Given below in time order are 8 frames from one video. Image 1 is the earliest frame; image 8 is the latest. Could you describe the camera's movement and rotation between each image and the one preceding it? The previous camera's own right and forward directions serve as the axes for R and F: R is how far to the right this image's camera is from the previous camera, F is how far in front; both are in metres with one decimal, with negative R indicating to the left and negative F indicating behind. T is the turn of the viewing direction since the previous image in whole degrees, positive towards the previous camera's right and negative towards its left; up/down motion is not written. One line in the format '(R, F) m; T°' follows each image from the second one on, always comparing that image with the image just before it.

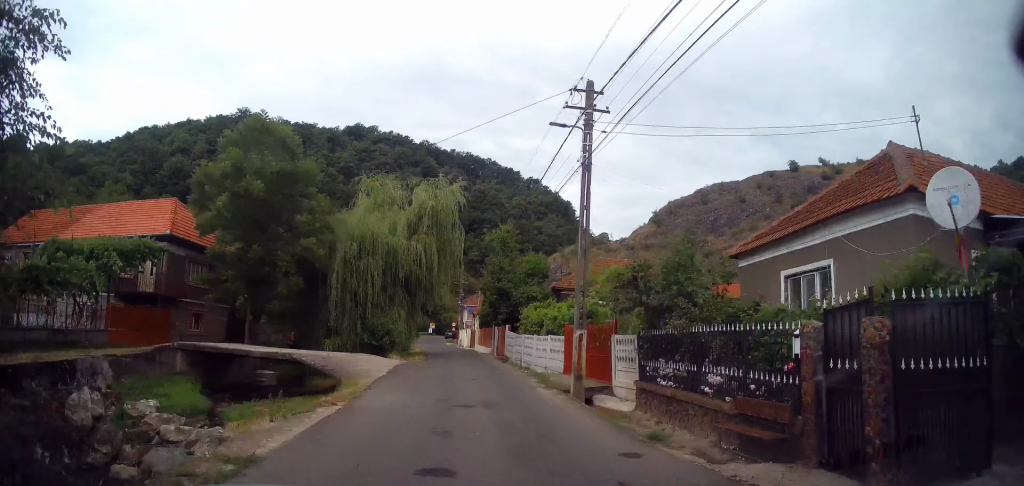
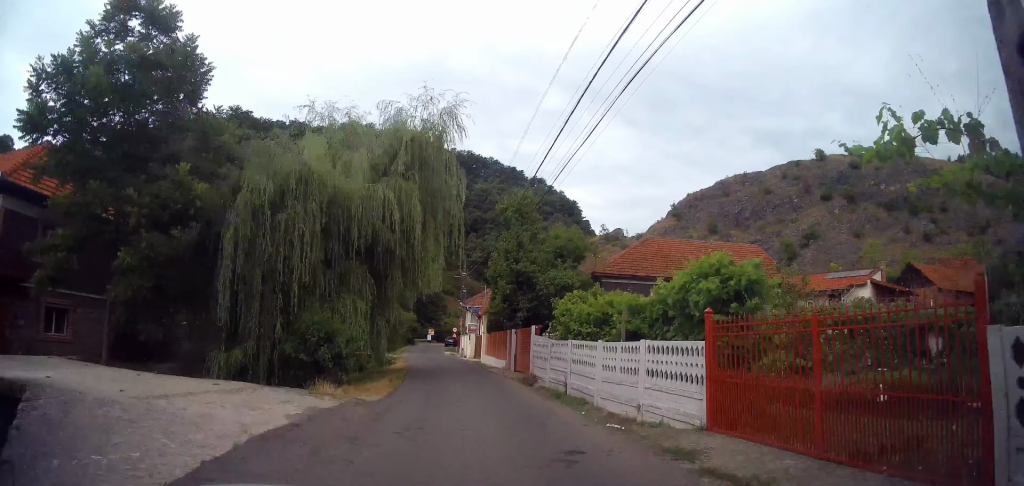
(+0.1, +11.0) m; 0°
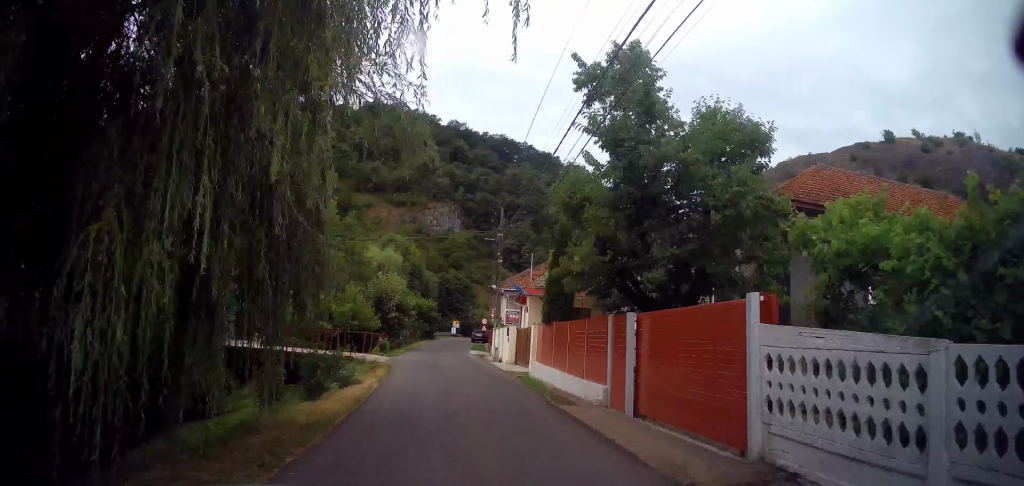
(0.0, +14.5) m; -1°
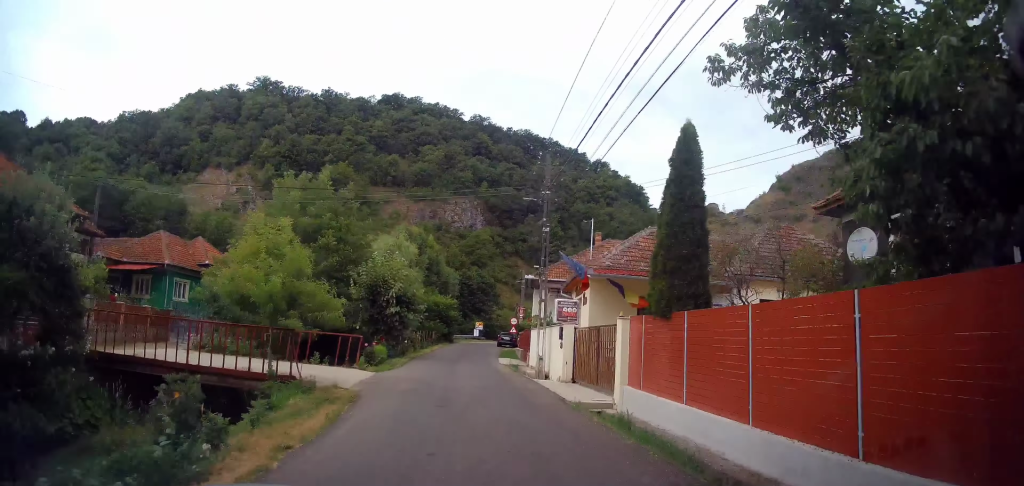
(0.0, +9.2) m; -2°
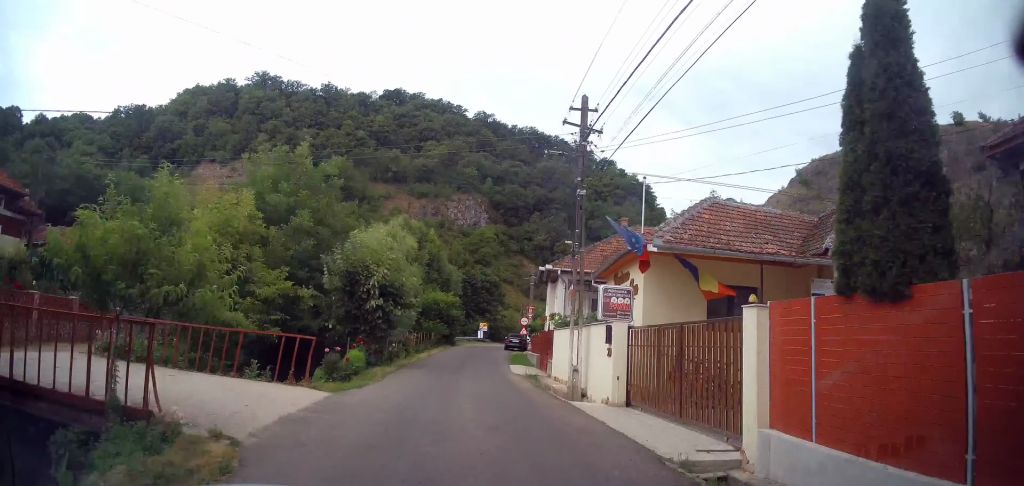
(-0.2, +5.4) m; 0°
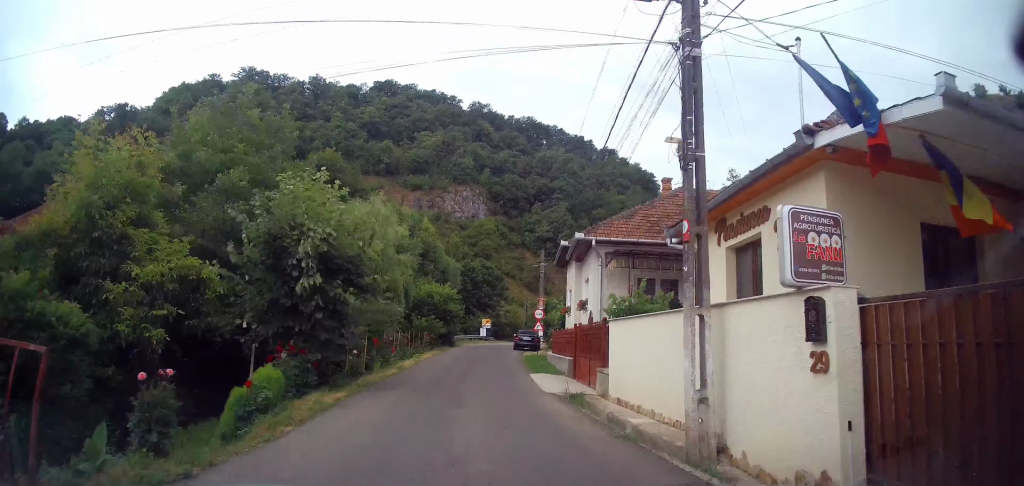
(-0.3, +7.4) m; 0°
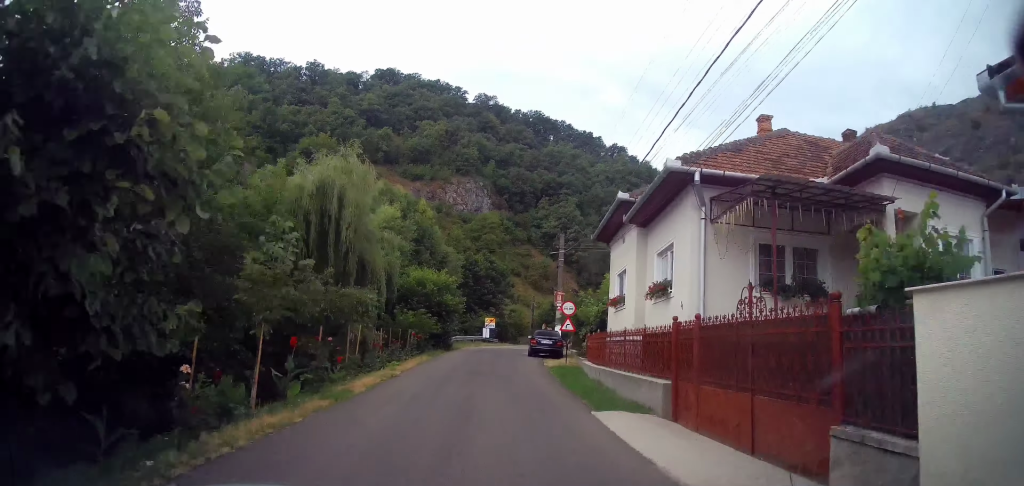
(+0.4, +8.6) m; 0°
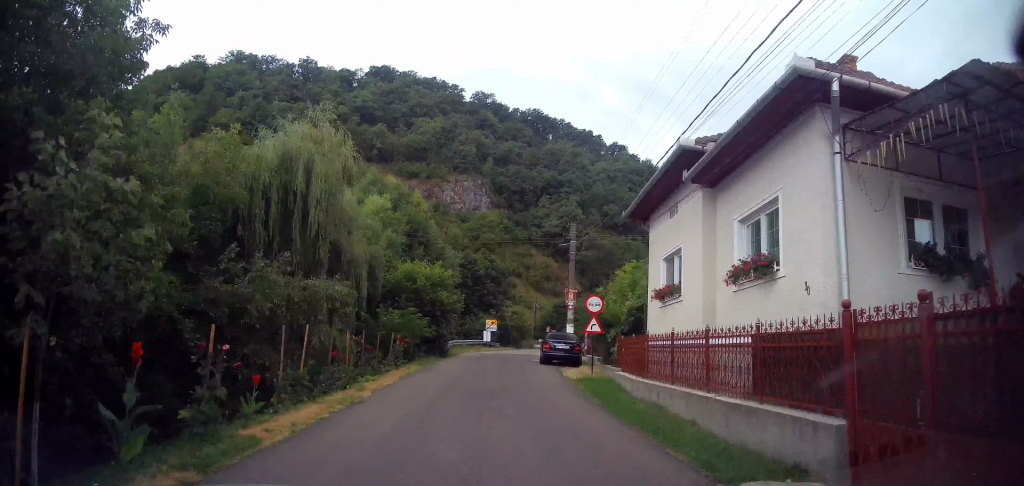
(+0.1, +4.6) m; 0°
